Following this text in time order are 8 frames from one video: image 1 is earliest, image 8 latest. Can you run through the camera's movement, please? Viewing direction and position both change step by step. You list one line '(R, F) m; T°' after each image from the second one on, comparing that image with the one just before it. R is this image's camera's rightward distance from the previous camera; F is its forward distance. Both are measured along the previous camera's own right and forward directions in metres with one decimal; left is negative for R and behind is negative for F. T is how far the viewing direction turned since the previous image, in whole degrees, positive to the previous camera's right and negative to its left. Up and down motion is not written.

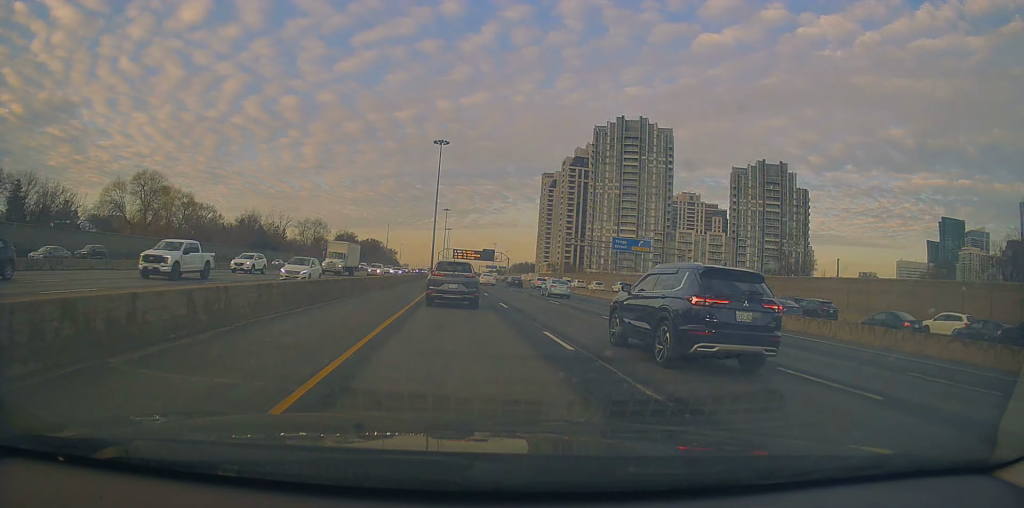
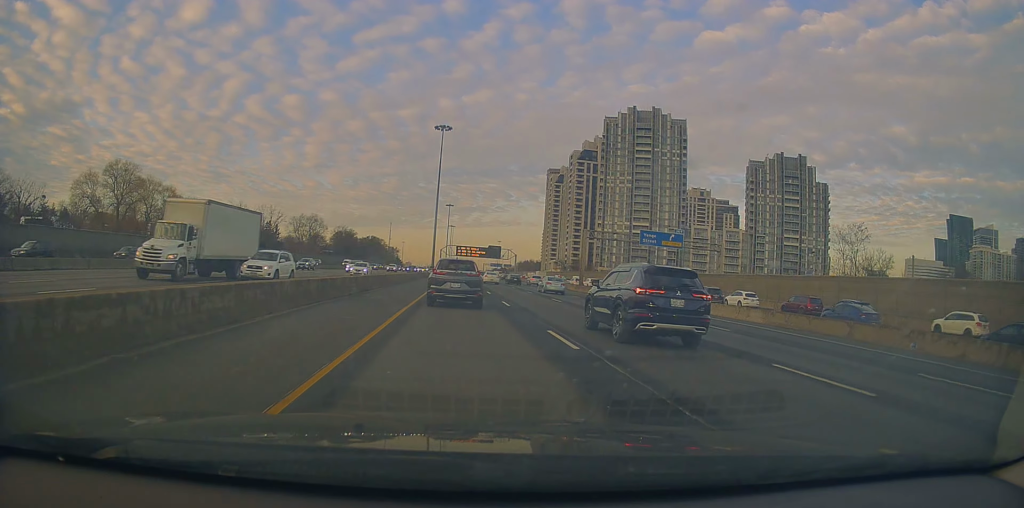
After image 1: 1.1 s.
(+0.5, +12.9) m; +2°
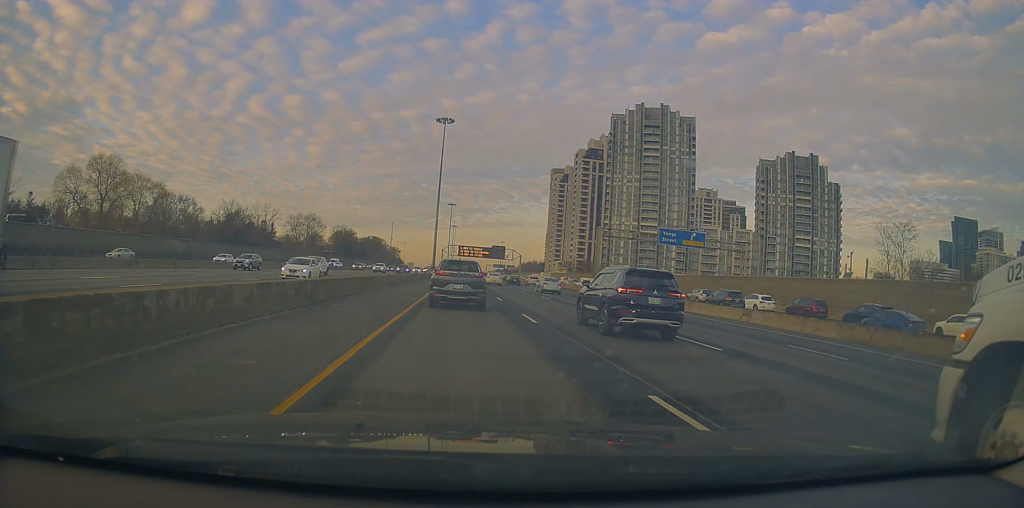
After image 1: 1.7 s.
(+0.2, +7.1) m; -1°
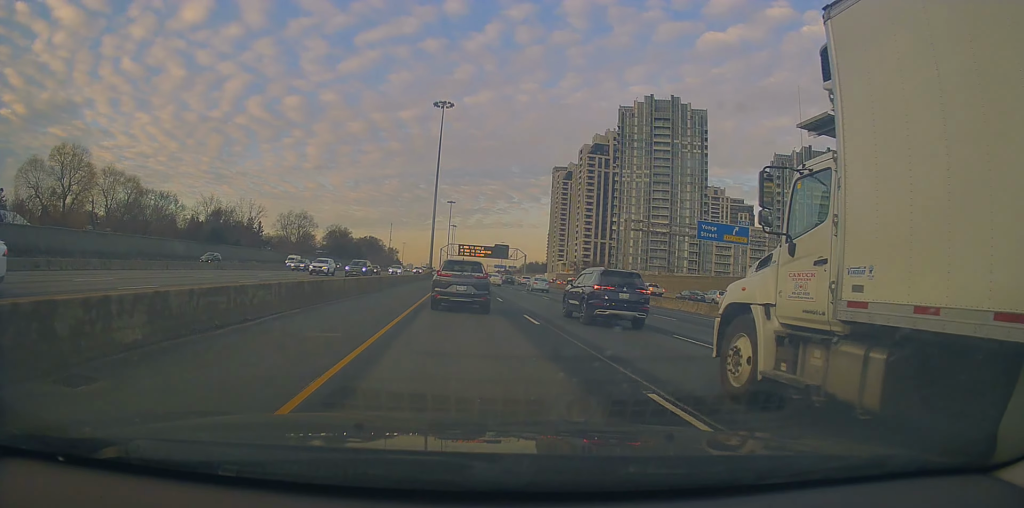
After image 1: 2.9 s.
(-0.3, +12.3) m; +1°
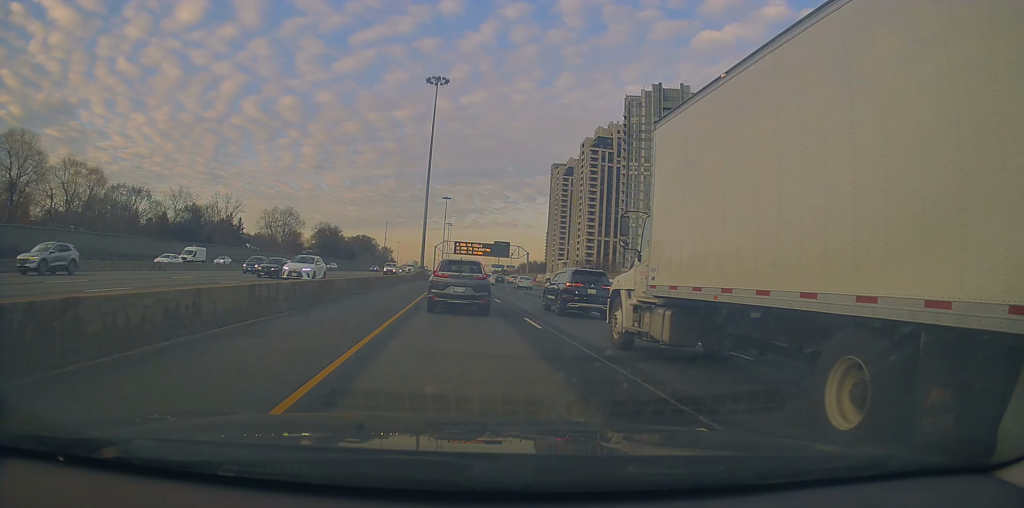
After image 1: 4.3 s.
(+0.4, +13.8) m; -2°
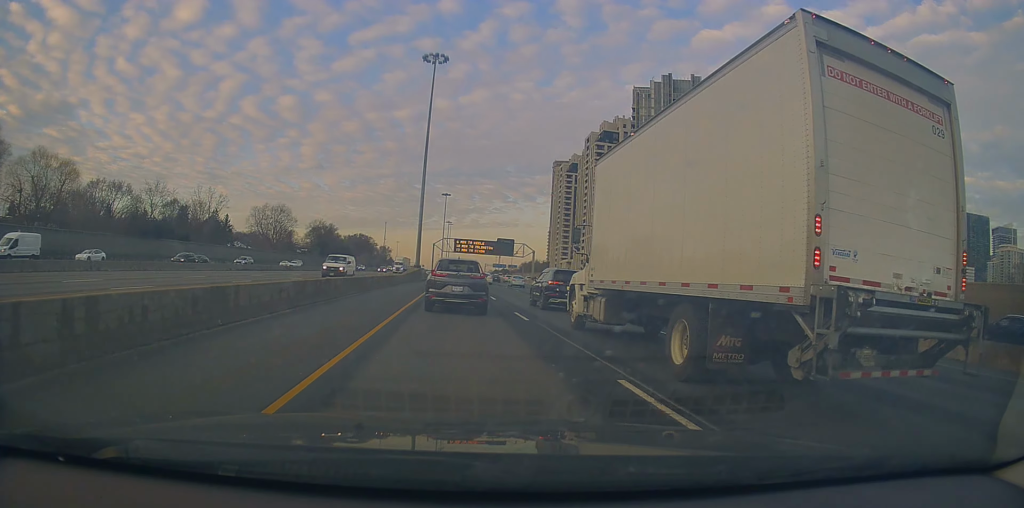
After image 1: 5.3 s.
(-0.5, +10.0) m; -4°
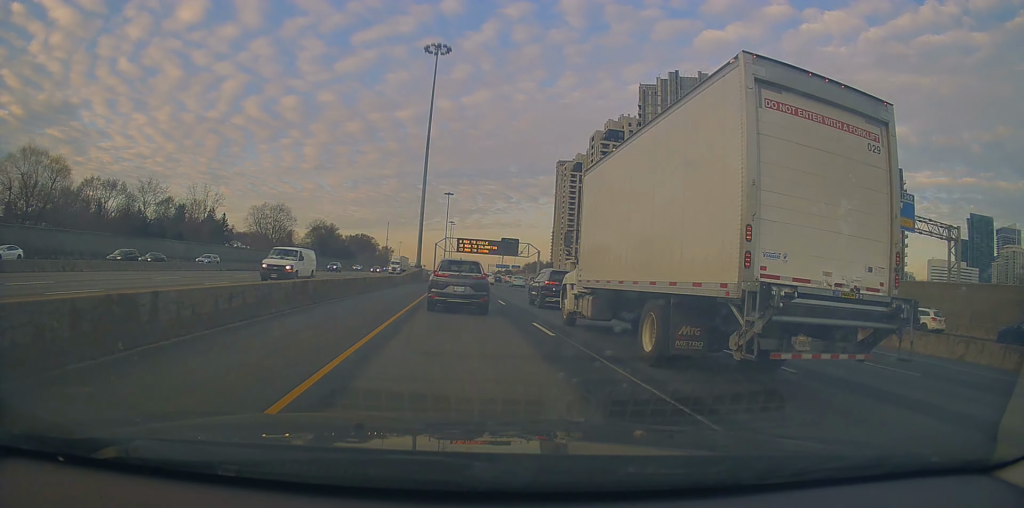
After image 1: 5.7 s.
(-0.1, +3.8) m; -1°
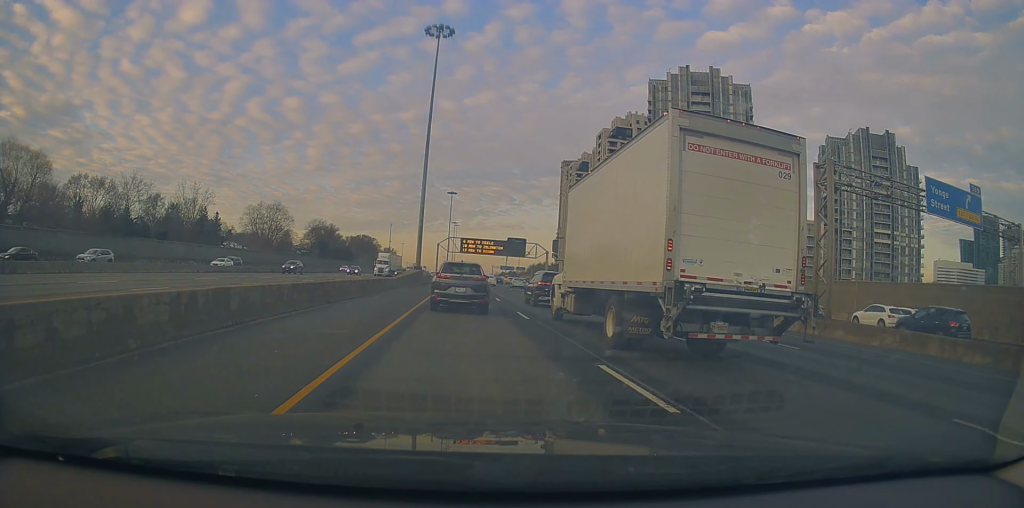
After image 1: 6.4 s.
(-0.1, +6.9) m; +3°
